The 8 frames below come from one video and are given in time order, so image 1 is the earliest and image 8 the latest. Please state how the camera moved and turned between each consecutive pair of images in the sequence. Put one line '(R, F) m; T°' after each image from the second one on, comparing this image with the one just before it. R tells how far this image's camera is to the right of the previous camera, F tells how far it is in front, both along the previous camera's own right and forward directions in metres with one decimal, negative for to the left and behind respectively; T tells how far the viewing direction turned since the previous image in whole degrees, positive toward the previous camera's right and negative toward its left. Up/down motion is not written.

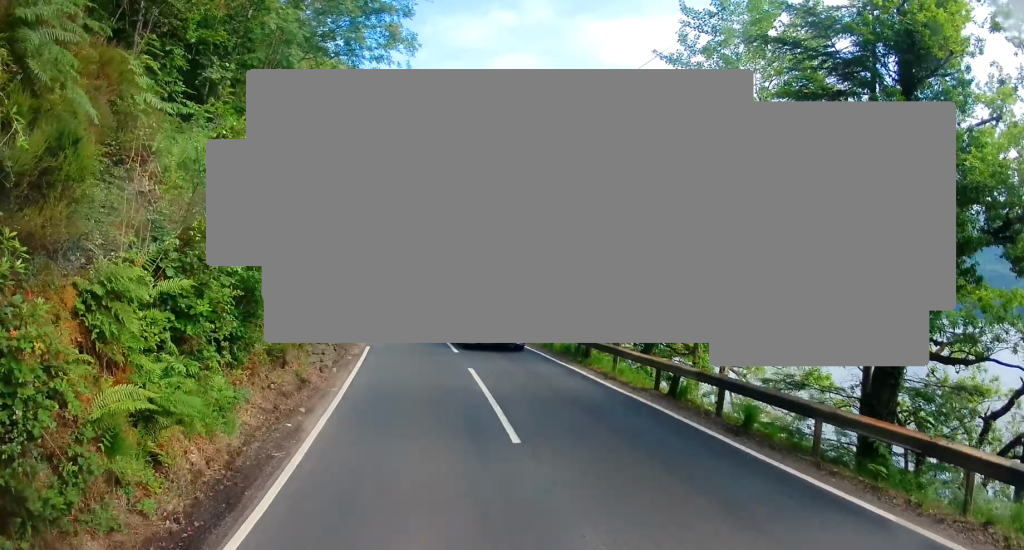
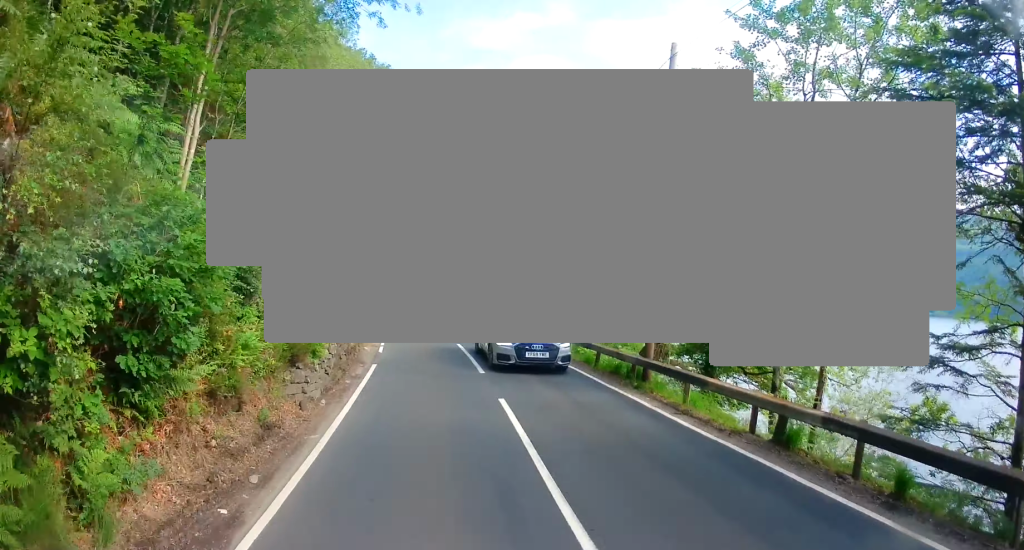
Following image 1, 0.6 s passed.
(-0.1, +2.9) m; +2°
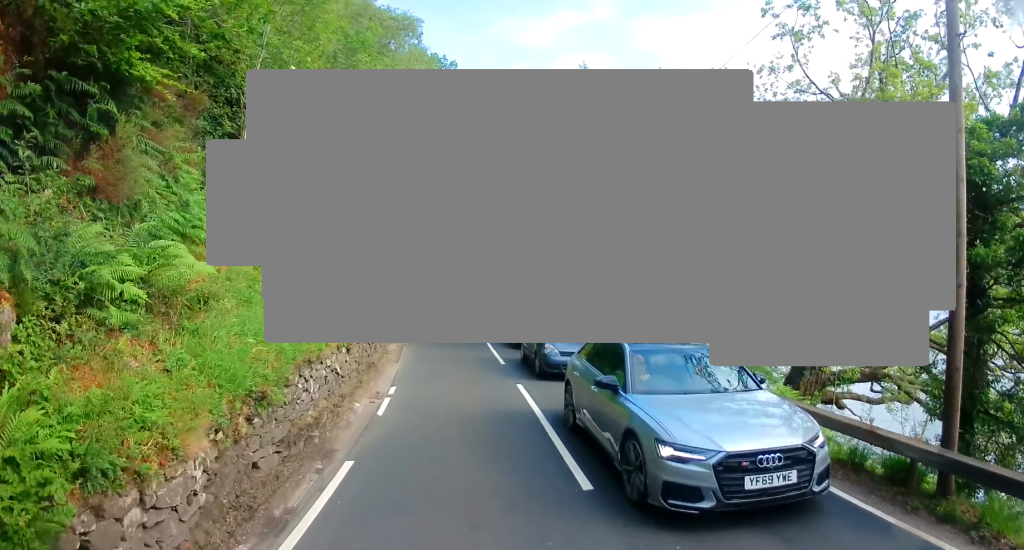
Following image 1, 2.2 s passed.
(+0.2, +8.2) m; -4°
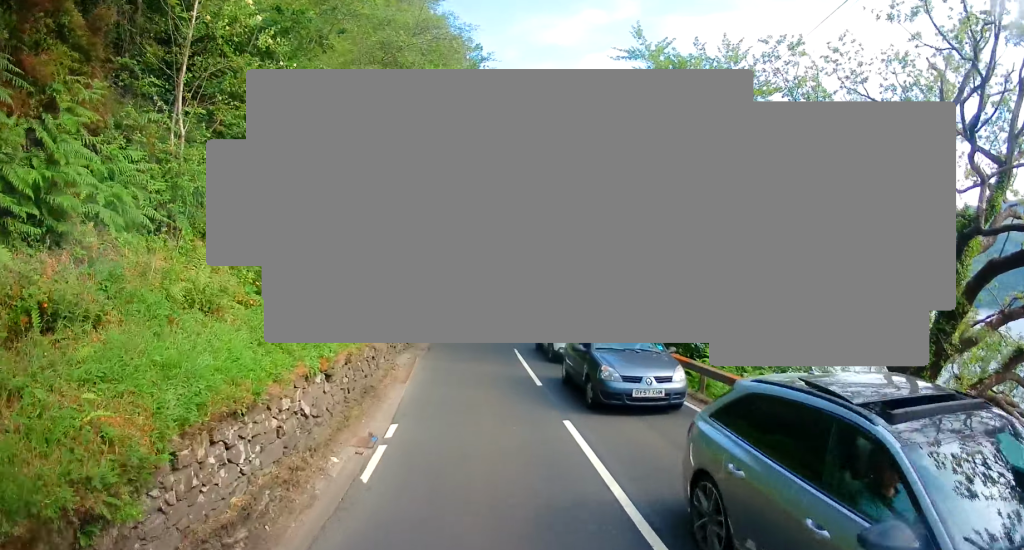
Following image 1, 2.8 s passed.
(-0.1, +3.4) m; -6°
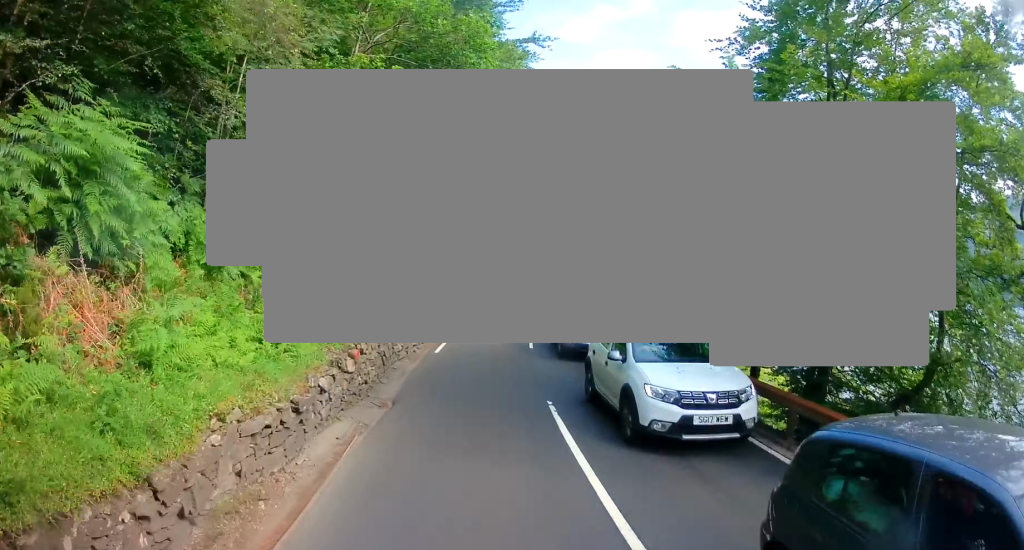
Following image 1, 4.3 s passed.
(-0.3, +8.5) m; 0°
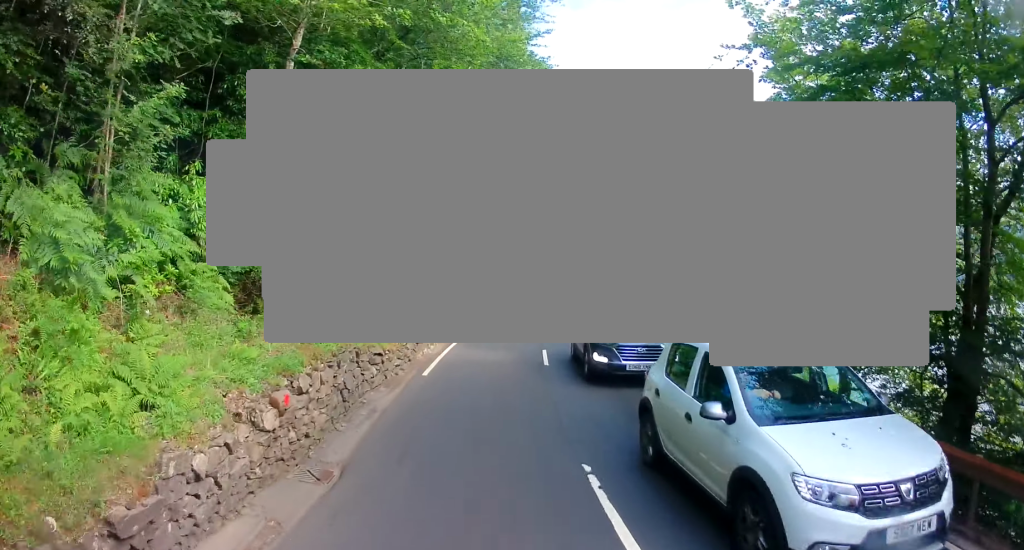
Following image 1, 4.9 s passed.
(+0.1, +3.6) m; +1°
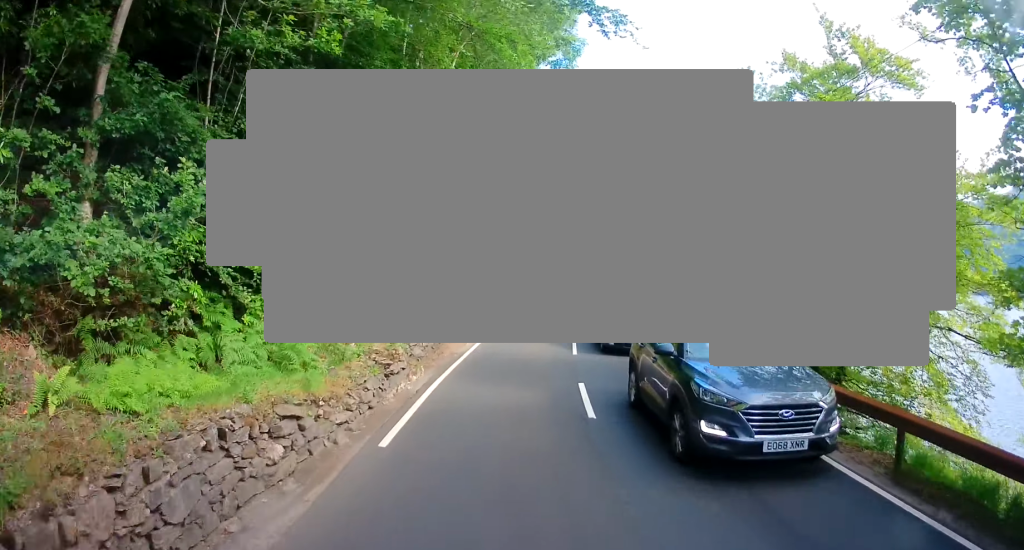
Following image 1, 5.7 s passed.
(-0.2, +5.3) m; -1°
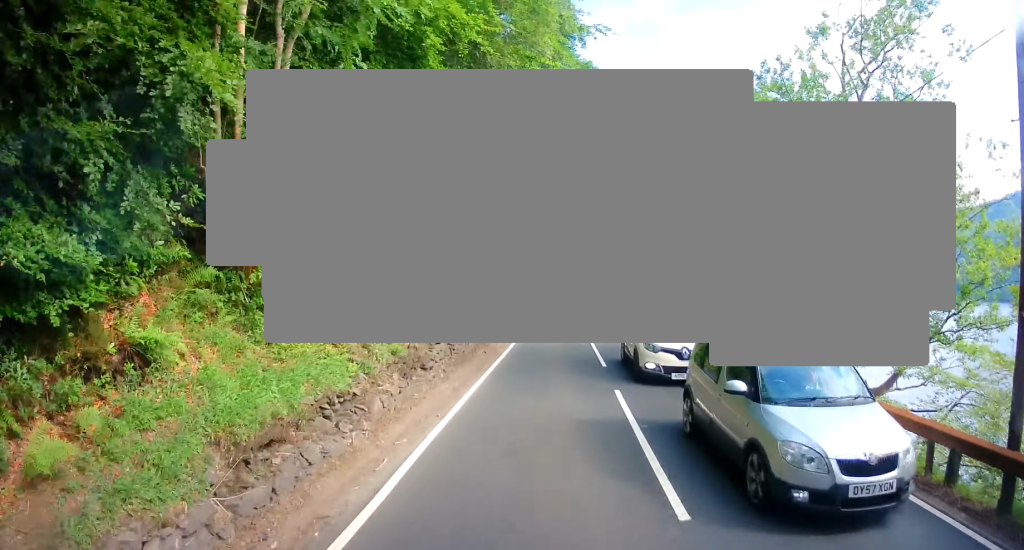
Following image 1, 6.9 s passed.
(+0.3, +9.9) m; +5°
